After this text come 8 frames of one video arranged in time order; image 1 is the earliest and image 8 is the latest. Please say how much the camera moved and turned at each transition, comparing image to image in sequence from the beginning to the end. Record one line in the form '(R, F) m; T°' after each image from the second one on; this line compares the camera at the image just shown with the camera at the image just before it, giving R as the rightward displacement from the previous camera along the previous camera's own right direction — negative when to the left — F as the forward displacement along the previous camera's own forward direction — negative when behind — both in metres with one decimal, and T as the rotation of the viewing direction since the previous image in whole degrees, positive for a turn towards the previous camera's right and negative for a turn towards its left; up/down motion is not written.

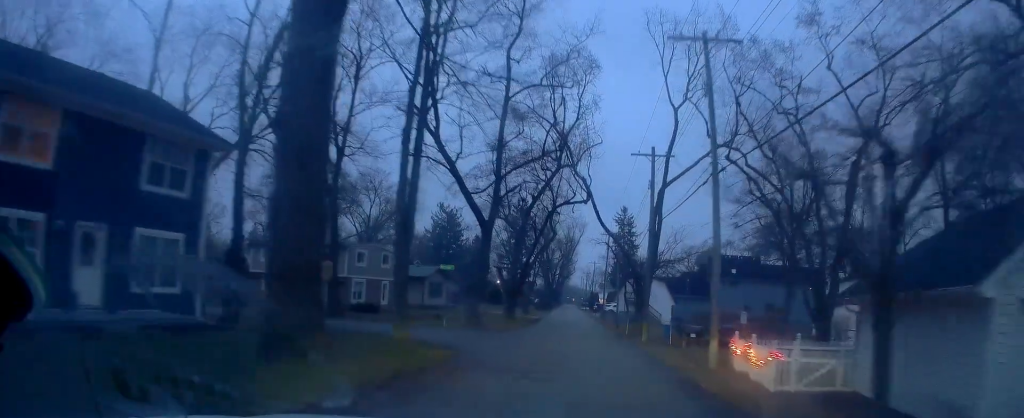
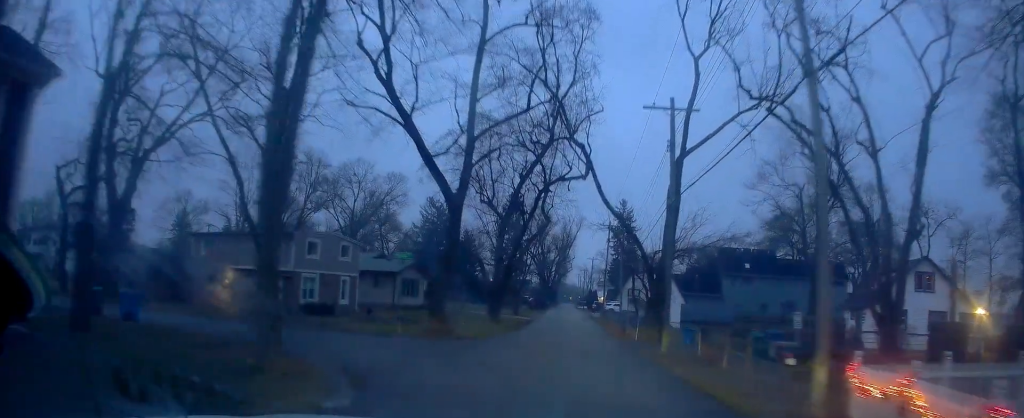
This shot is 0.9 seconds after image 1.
(+0.2, +7.2) m; +1°
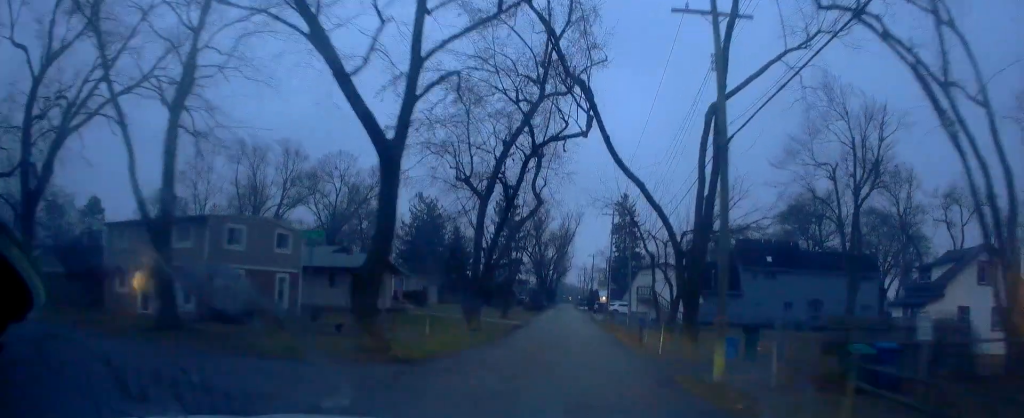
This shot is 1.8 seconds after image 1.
(+0.1, +8.2) m; 0°
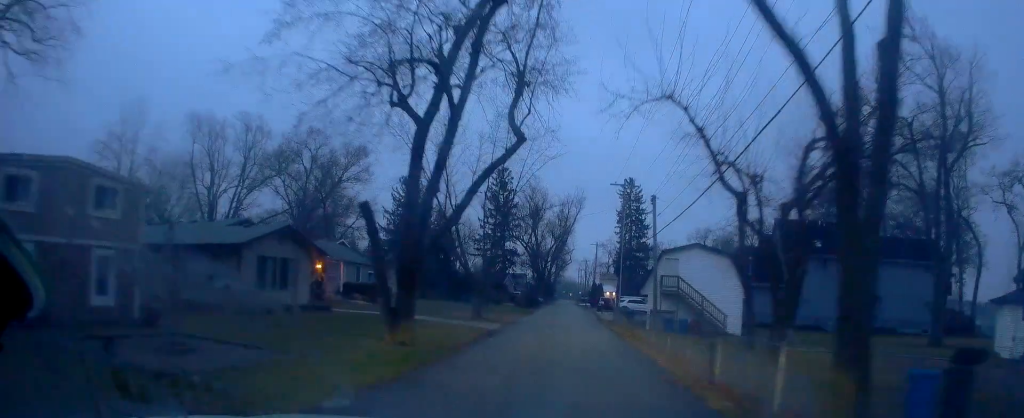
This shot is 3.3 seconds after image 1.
(+0.2, +13.2) m; 0°
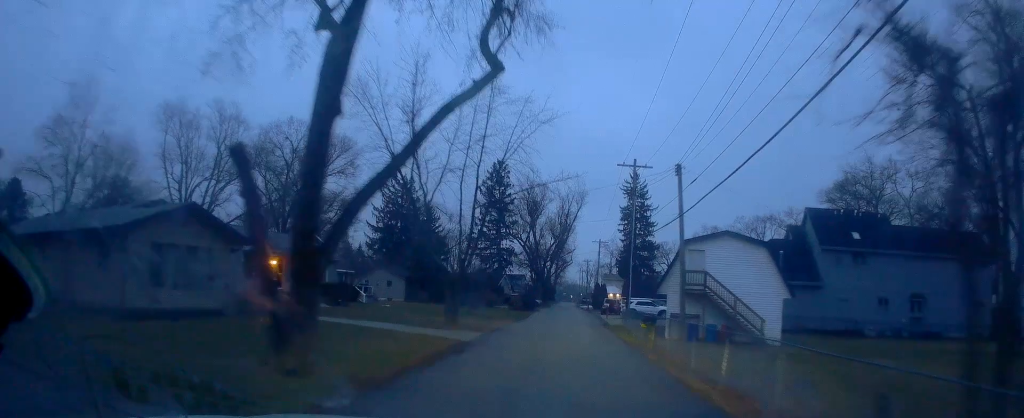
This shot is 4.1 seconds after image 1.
(-0.3, +7.3) m; -1°
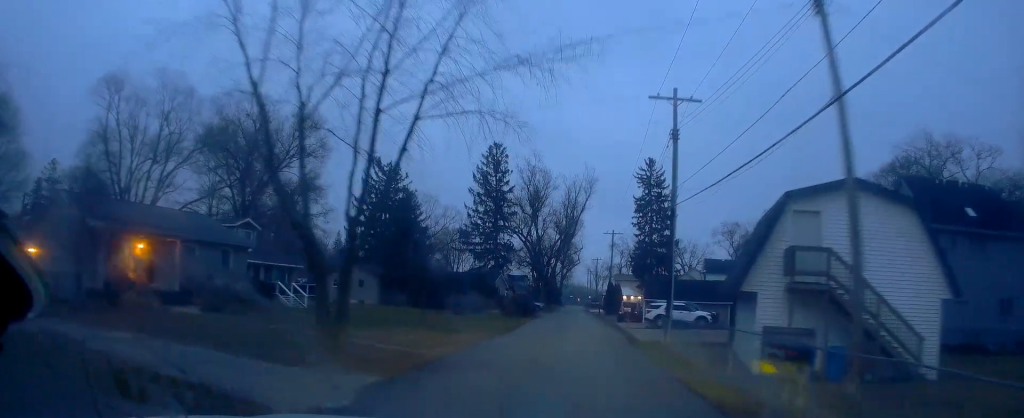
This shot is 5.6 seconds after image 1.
(-0.1, +14.3) m; -2°
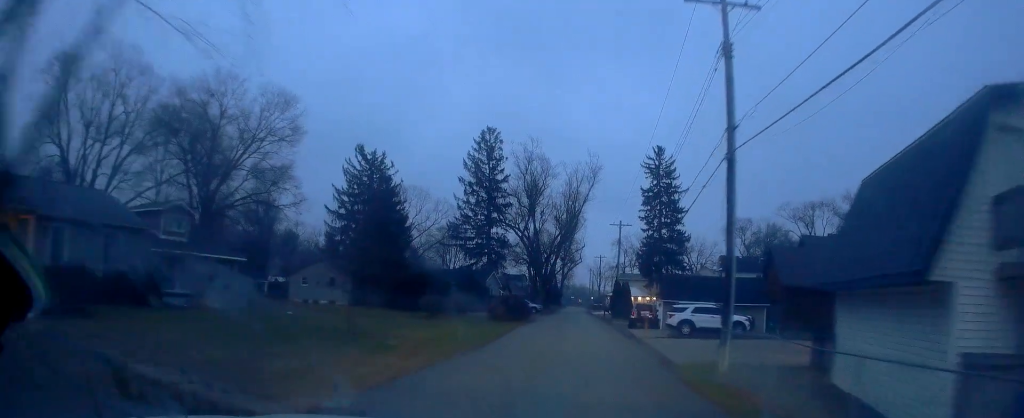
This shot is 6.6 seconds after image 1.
(-0.3, +9.5) m; +2°
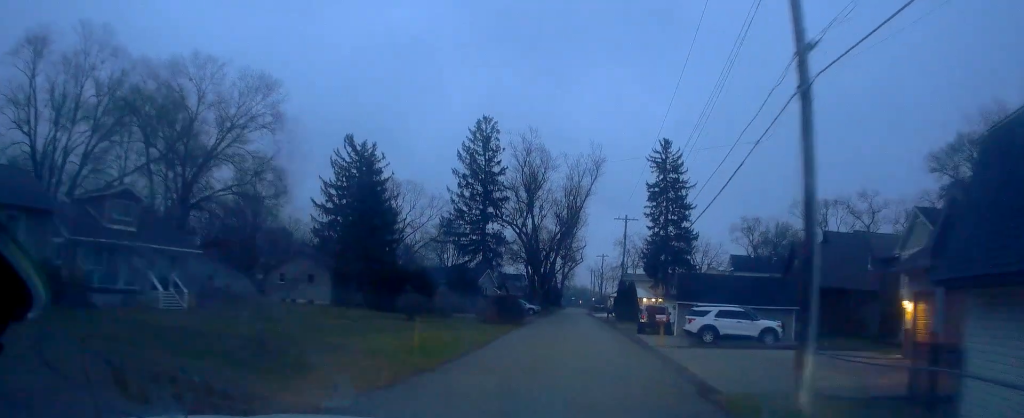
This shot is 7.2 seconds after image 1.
(+0.2, +5.6) m; +4°
